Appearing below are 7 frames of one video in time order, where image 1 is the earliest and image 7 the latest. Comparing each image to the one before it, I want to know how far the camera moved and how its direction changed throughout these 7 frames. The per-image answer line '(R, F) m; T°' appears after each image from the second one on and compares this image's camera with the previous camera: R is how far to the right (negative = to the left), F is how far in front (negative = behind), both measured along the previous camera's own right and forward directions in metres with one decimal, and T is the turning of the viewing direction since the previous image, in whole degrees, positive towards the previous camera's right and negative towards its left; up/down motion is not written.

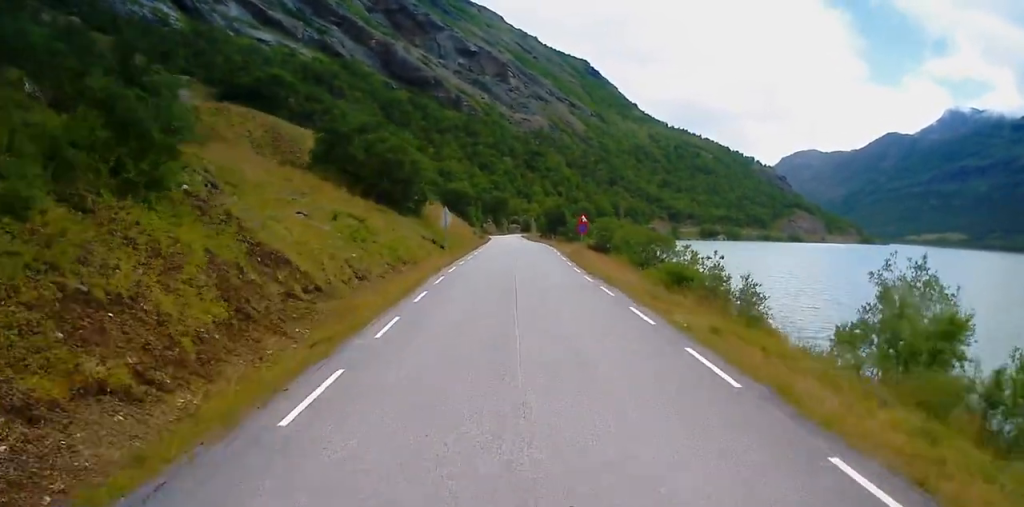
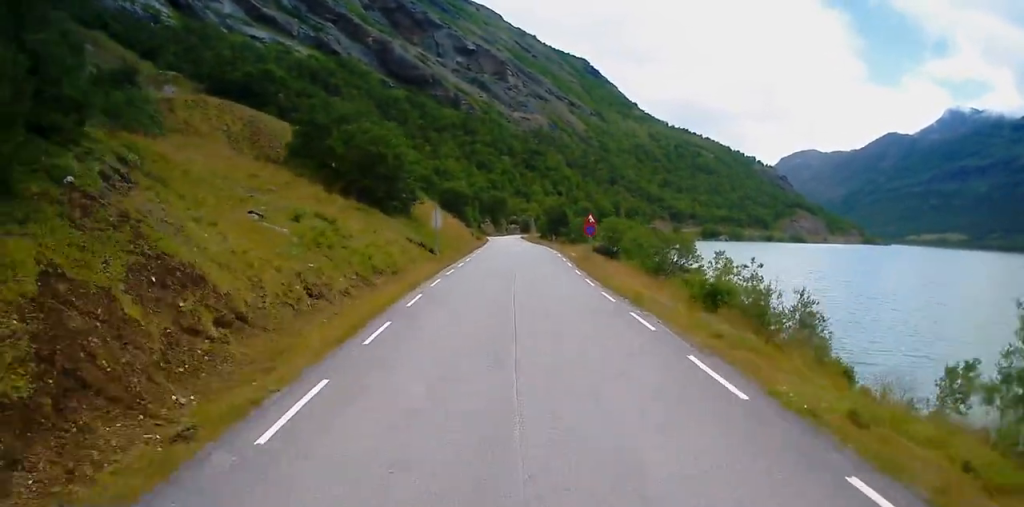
(+0.1, +6.6) m; +1°
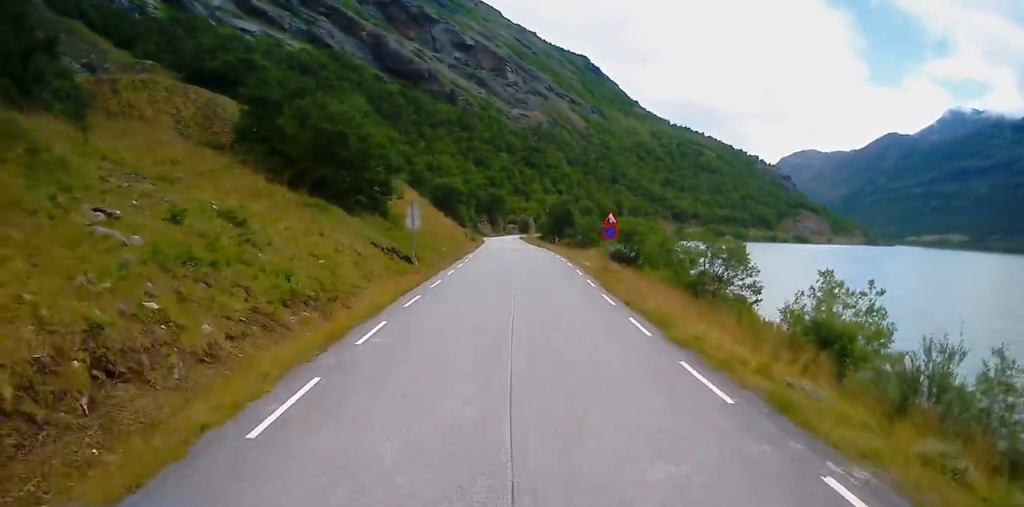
(+0.1, +11.9) m; 0°
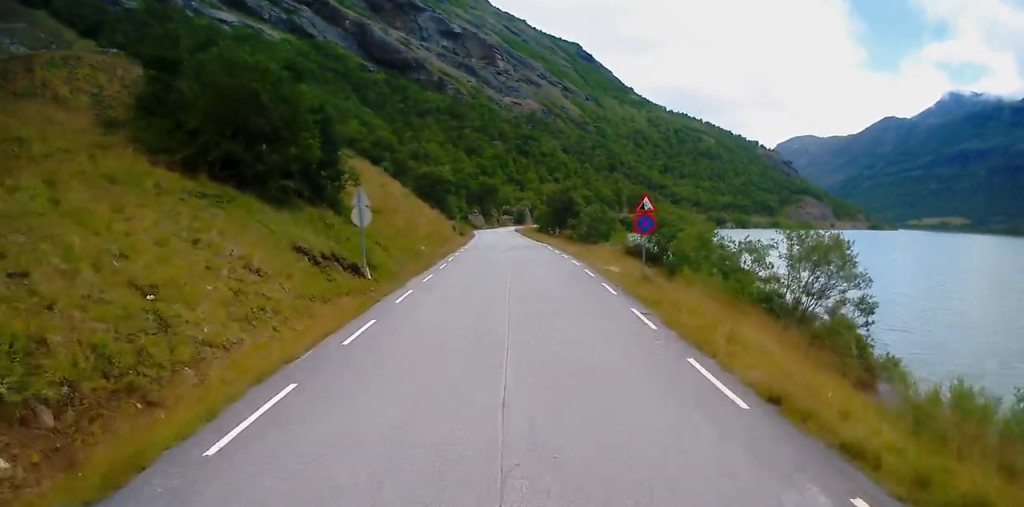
(0.0, +12.8) m; 0°
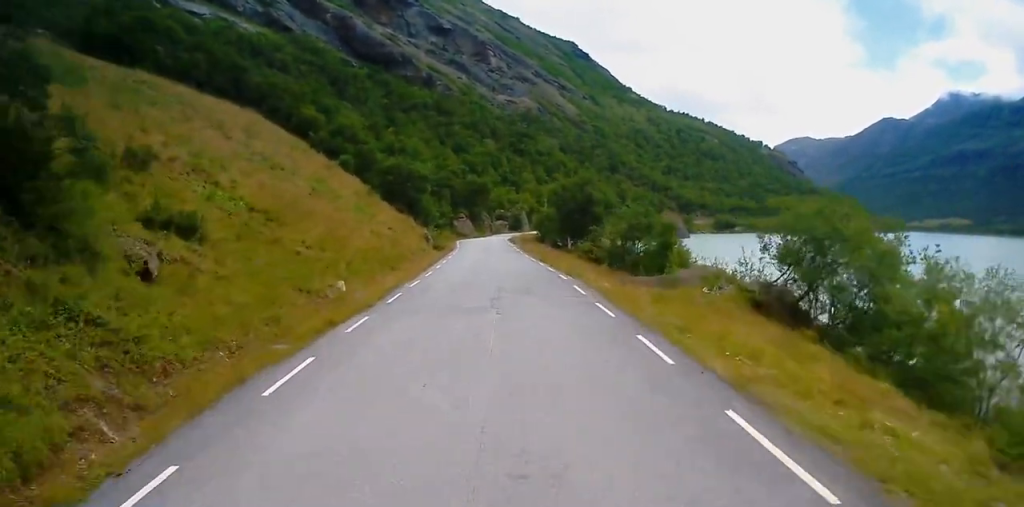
(-0.6, +27.0) m; -2°
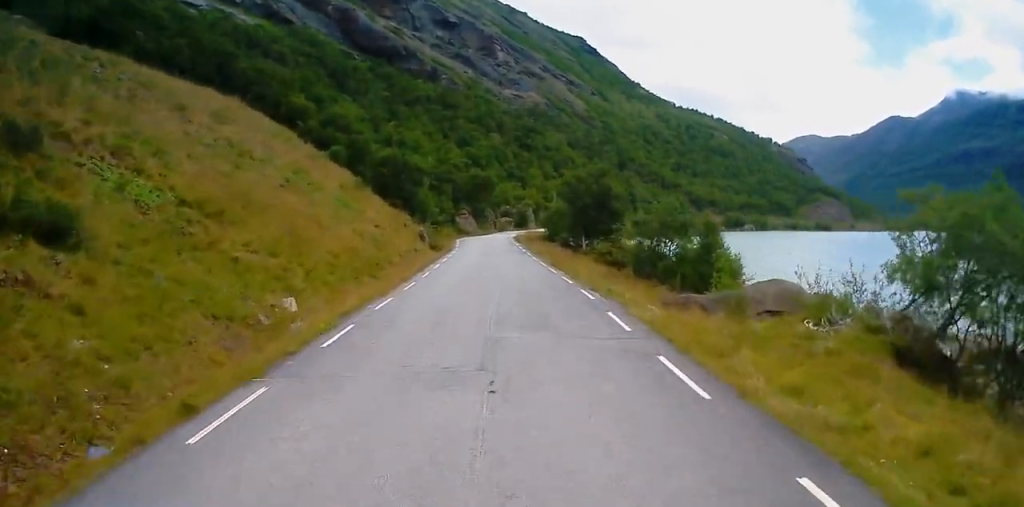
(-0.1, +8.3) m; 0°
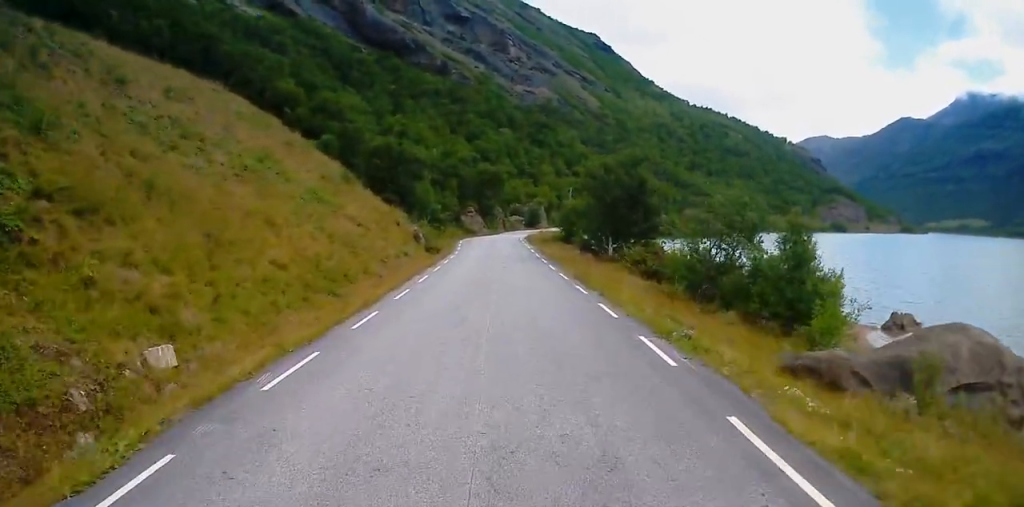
(+0.2, +9.8) m; +1°
